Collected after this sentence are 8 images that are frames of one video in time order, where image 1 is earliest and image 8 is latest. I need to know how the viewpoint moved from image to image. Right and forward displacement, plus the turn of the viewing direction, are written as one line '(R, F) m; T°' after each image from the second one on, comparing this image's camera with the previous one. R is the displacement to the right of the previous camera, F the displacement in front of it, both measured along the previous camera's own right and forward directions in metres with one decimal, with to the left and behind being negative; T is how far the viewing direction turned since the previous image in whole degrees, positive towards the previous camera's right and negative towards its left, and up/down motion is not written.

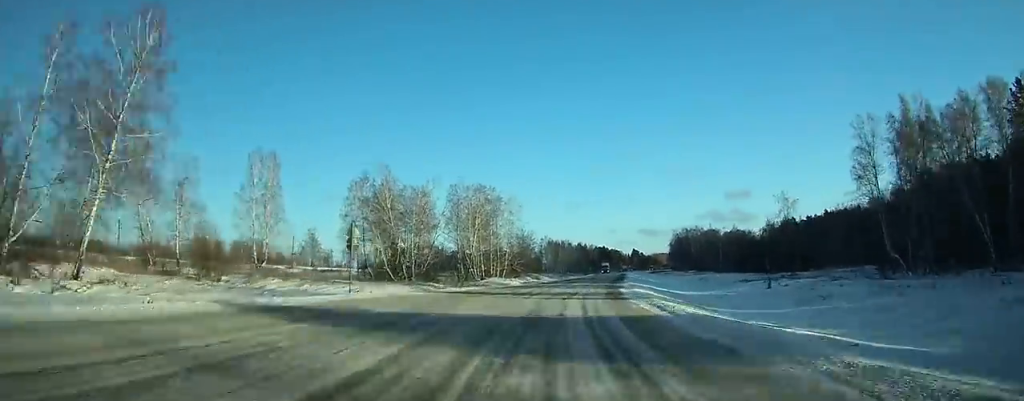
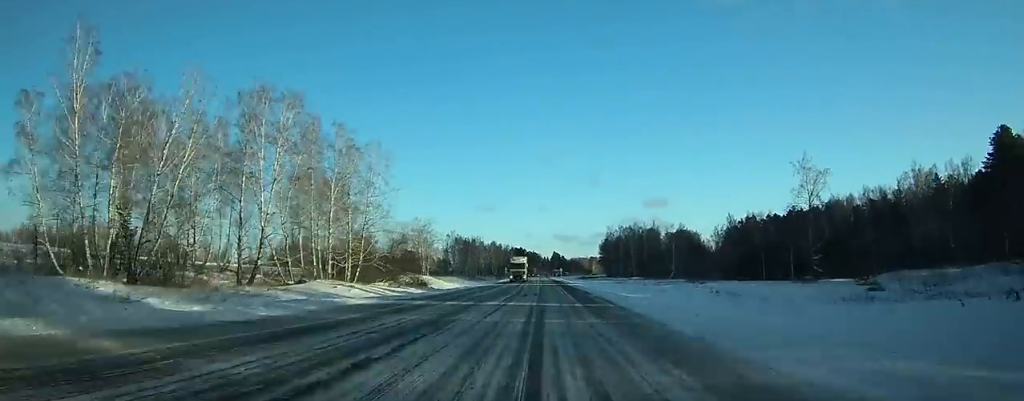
(+8.0, +59.9) m; +10°
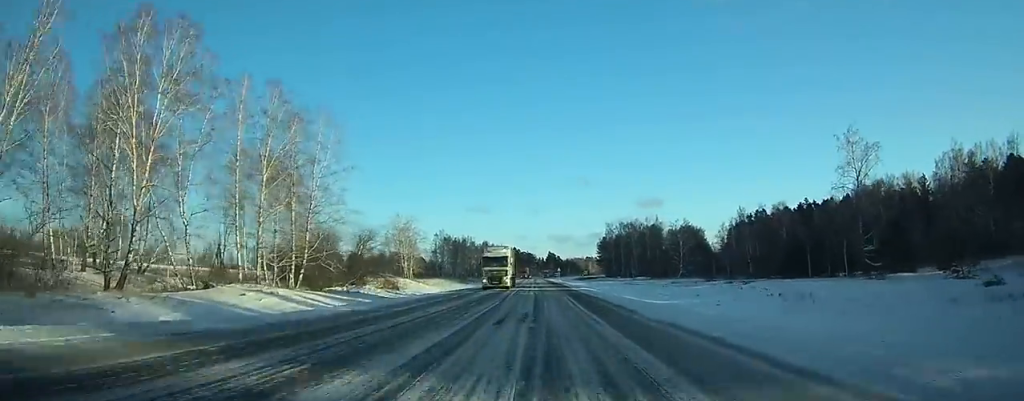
(+0.4, +18.5) m; +1°
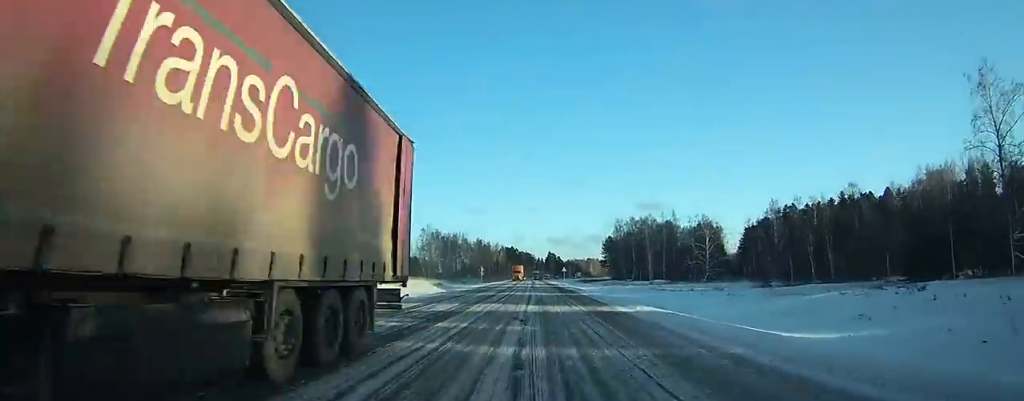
(-0.2, +30.3) m; 0°
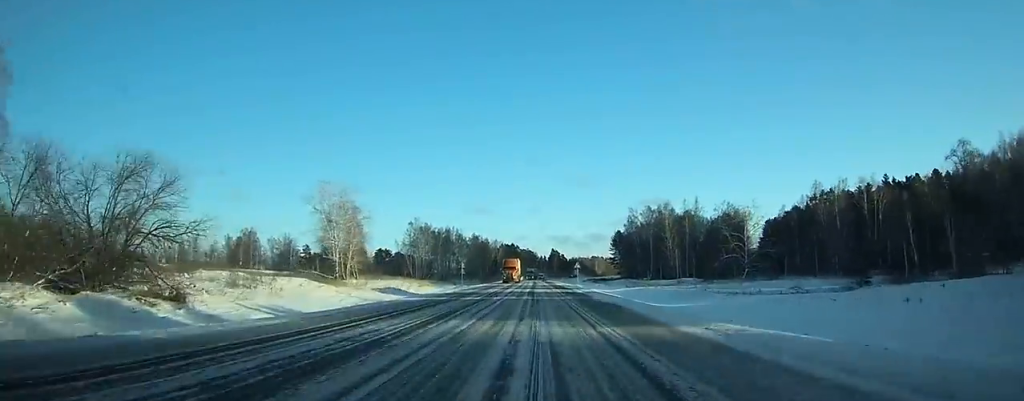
(+0.1, +28.2) m; 0°
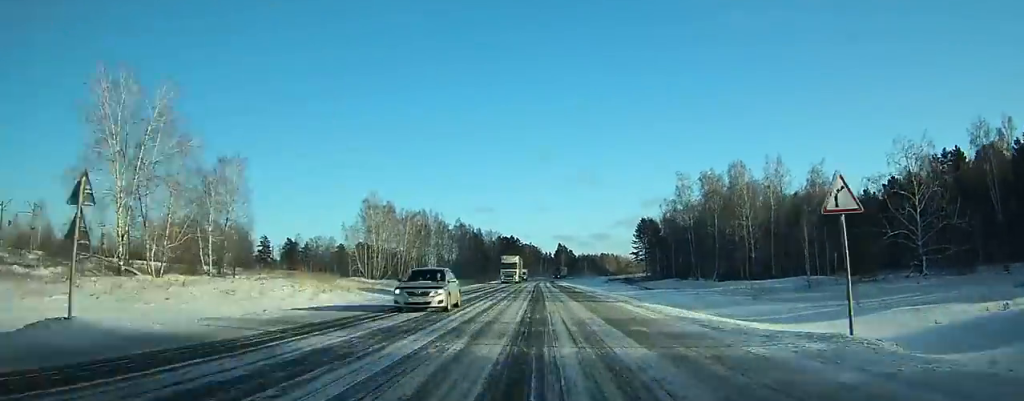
(+0.7, +62.5) m; 0°
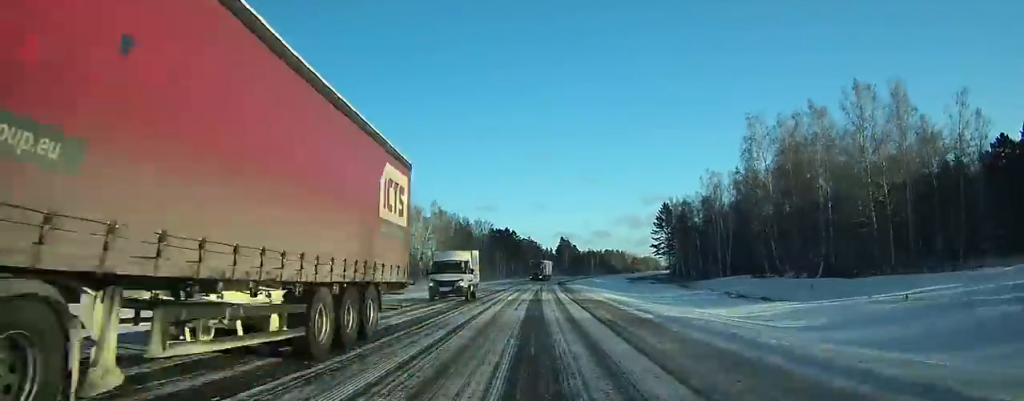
(-0.4, +45.6) m; -1°
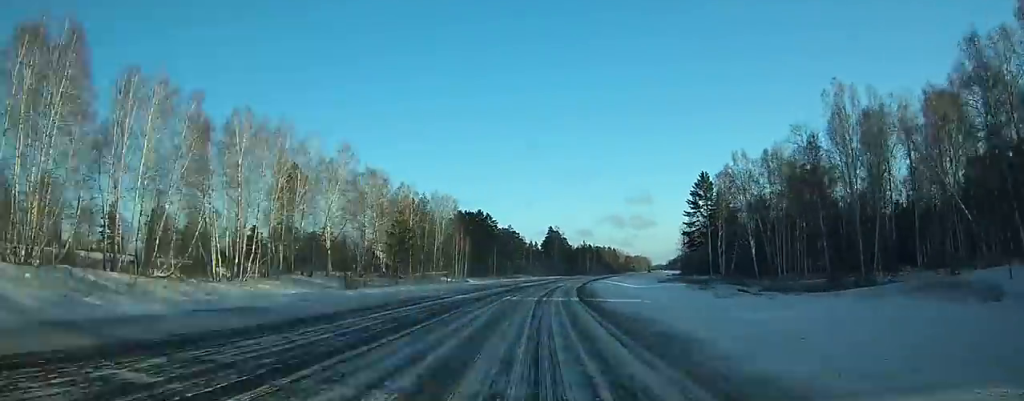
(0.0, +64.3) m; +1°
